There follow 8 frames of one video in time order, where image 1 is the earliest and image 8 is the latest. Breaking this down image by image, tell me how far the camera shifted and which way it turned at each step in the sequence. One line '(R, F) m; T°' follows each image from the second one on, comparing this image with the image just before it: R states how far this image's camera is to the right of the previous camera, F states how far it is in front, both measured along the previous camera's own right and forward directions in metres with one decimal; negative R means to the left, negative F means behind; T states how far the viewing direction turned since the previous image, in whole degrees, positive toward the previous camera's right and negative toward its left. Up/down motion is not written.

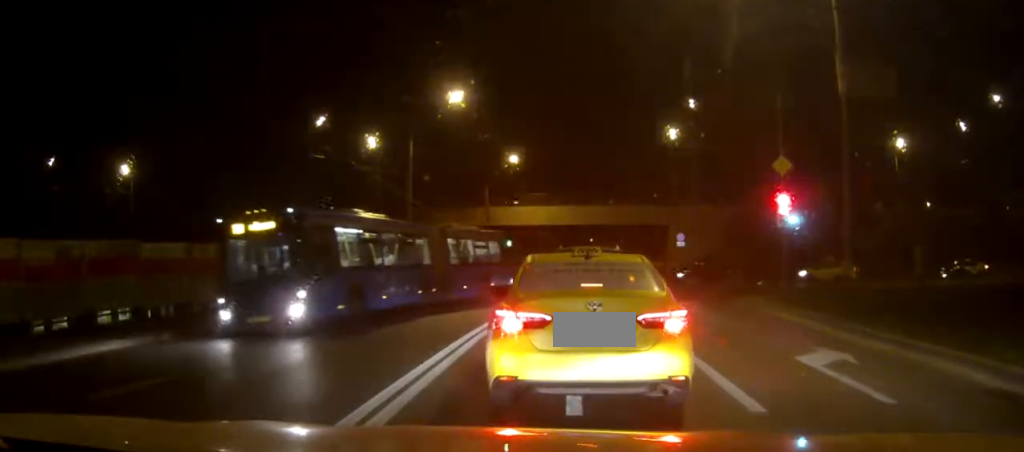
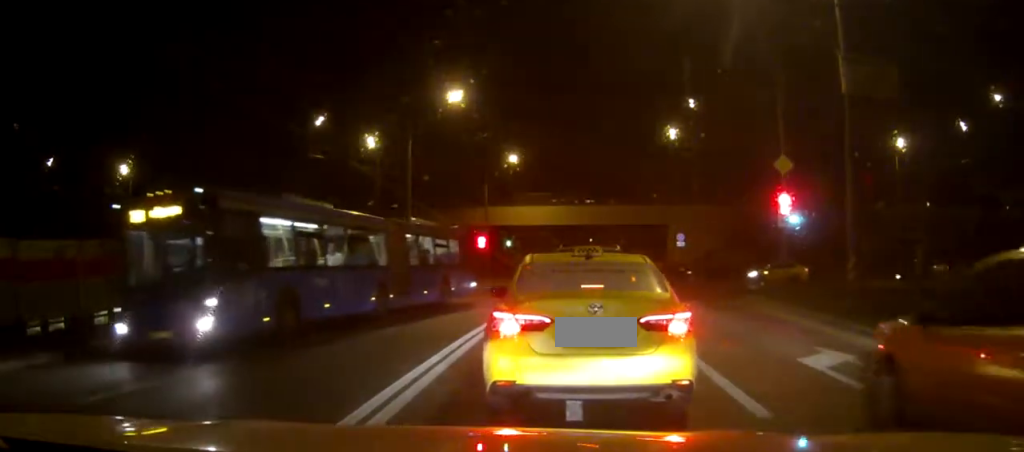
(+0.1, +0.3) m; 0°
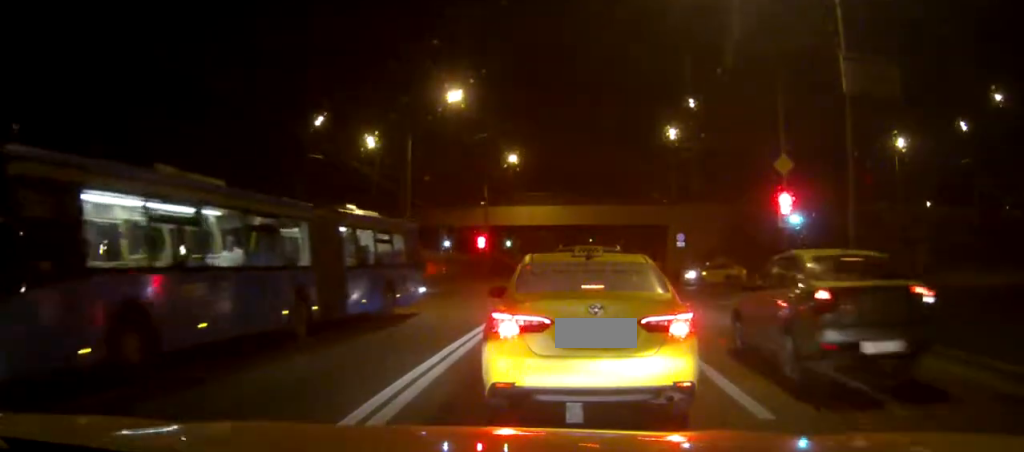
(0.0, +0.2) m; 0°
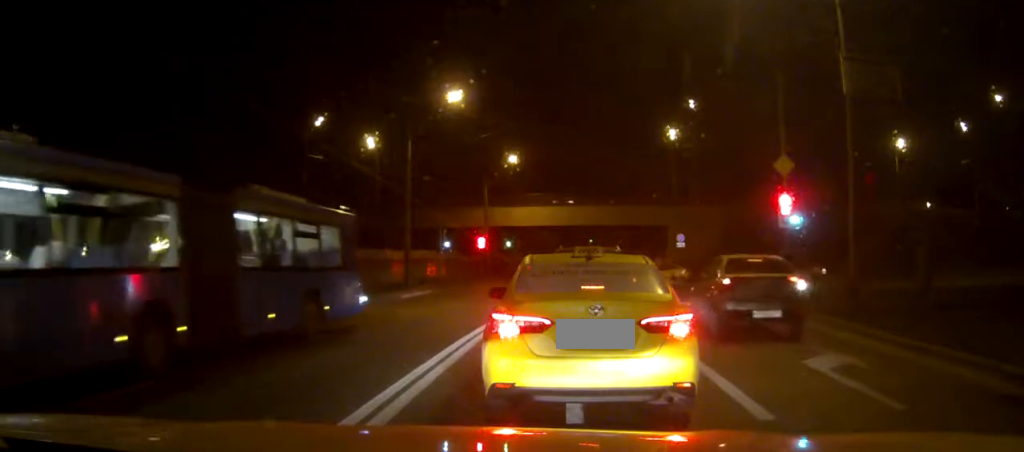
(0.0, +0.1) m; 0°
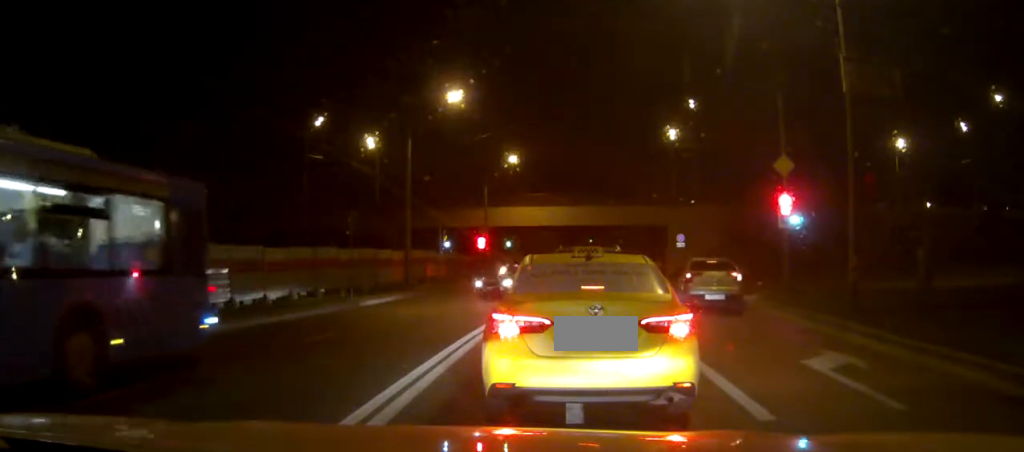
(0.0, 0.0) m; 0°
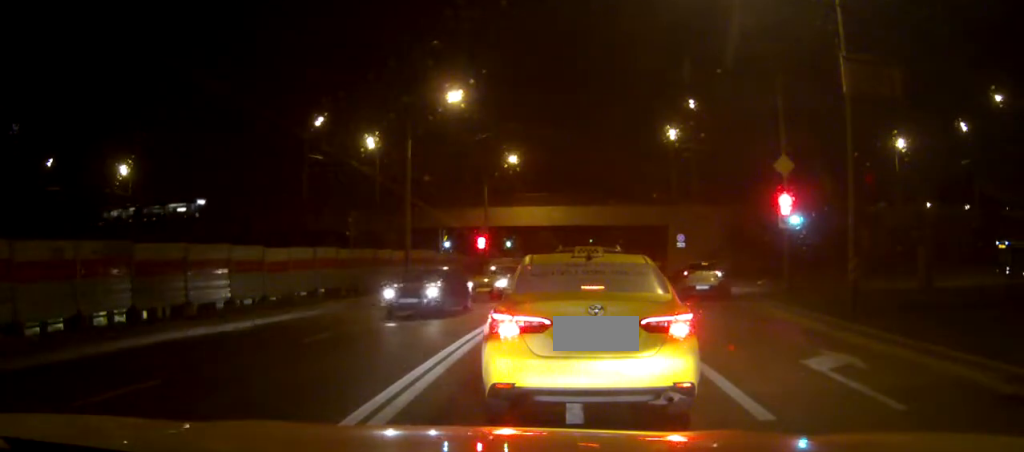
(0.0, 0.0) m; 0°
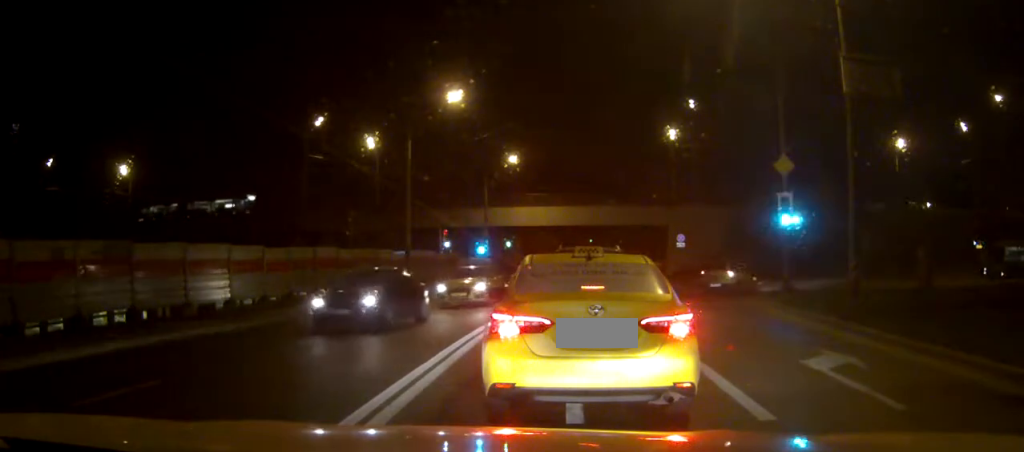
(0.0, 0.0) m; 0°
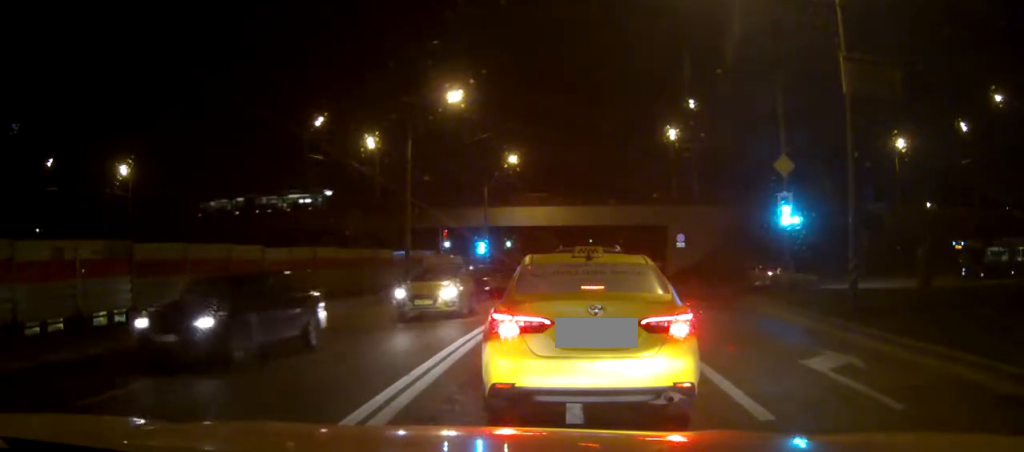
(0.0, 0.0) m; 0°
